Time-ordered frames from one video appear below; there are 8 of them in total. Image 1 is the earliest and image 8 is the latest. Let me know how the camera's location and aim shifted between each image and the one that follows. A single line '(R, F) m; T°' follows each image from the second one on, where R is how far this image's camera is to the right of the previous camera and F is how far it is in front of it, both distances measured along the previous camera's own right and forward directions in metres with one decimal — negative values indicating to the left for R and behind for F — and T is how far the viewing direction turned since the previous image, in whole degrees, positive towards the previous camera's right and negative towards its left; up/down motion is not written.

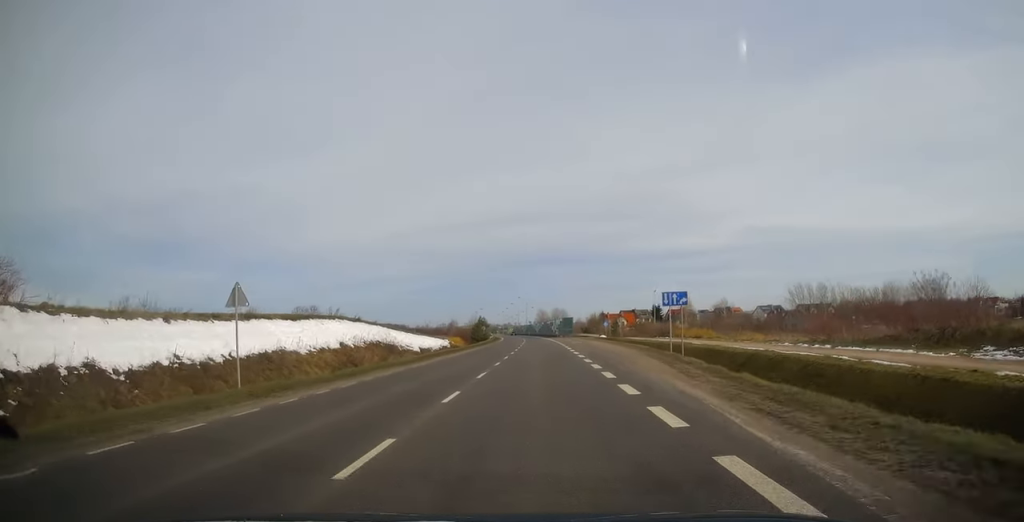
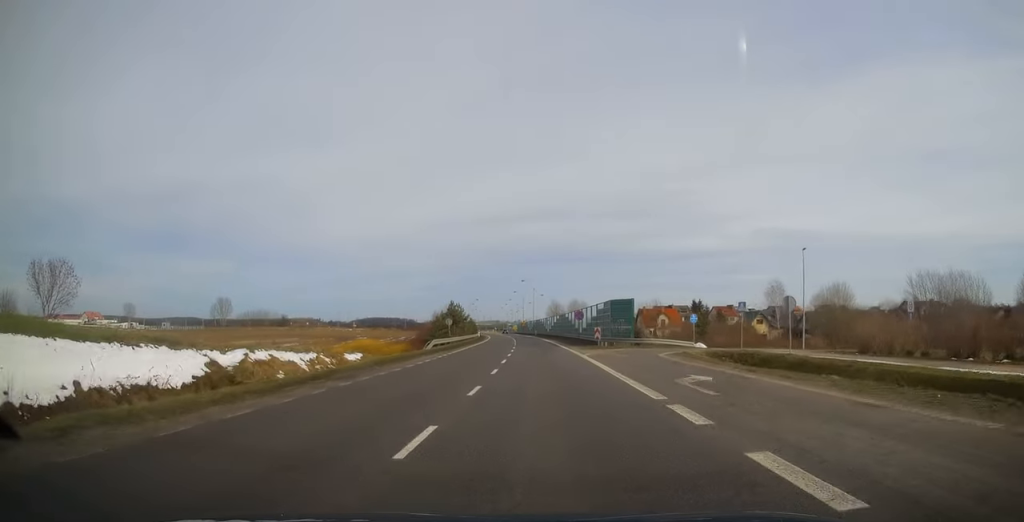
(-0.2, +59.7) m; -1°
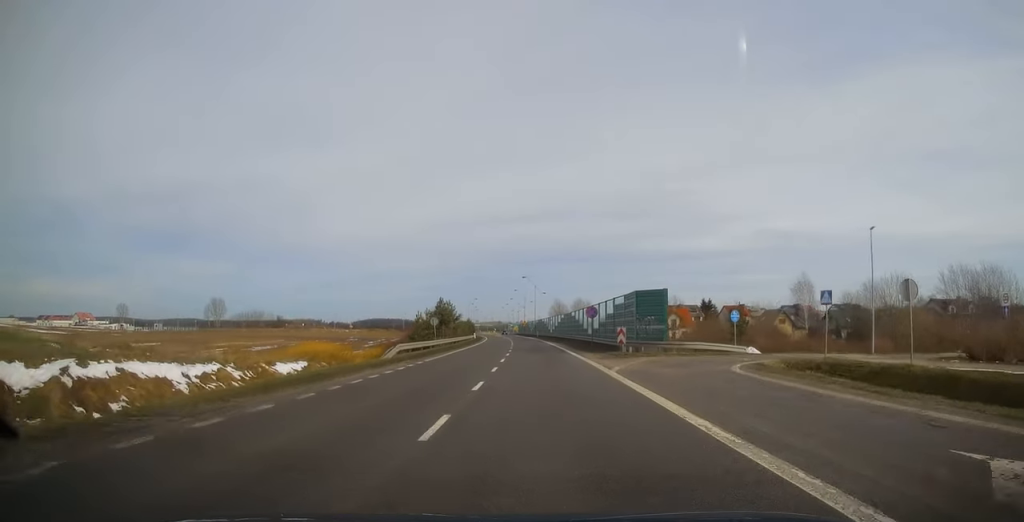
(0.0, +11.1) m; 0°
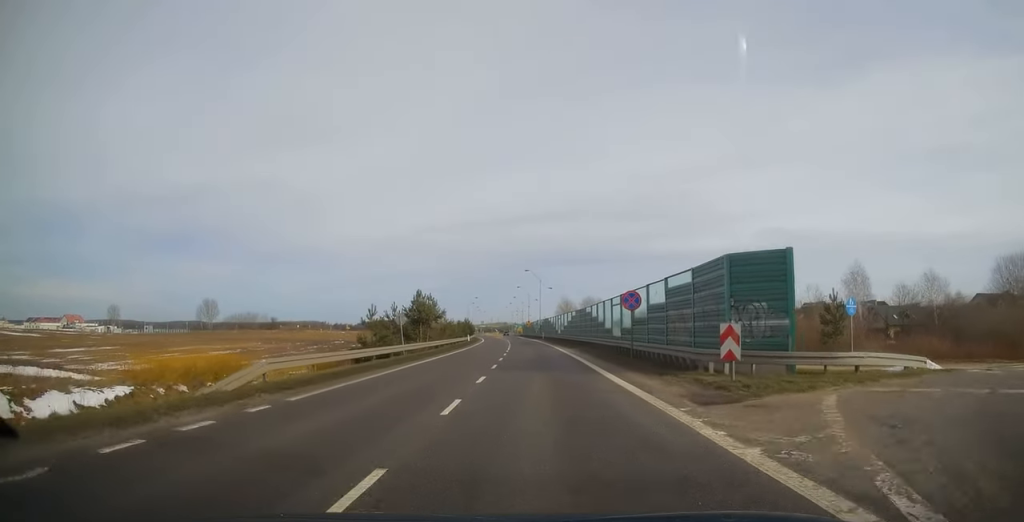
(-0.1, +16.3) m; -1°
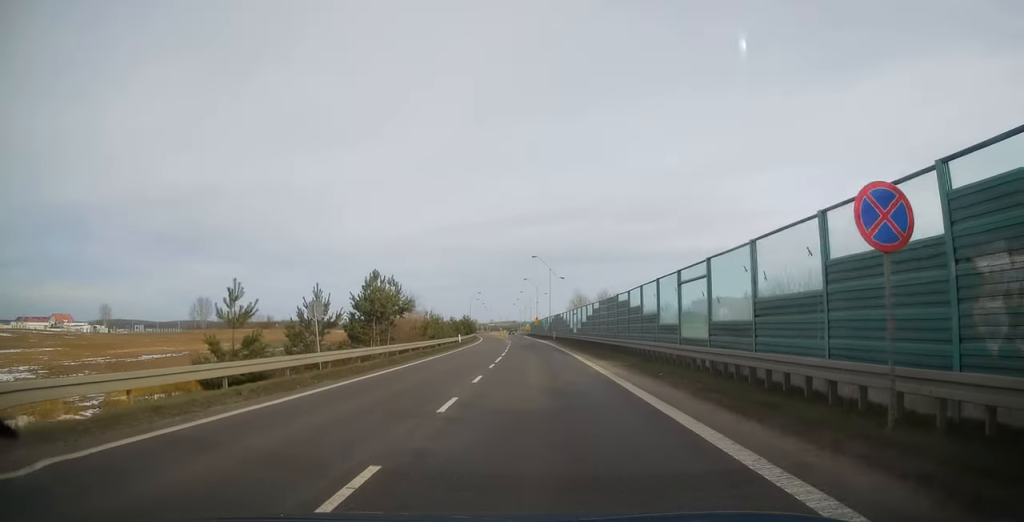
(-0.1, +18.3) m; -1°
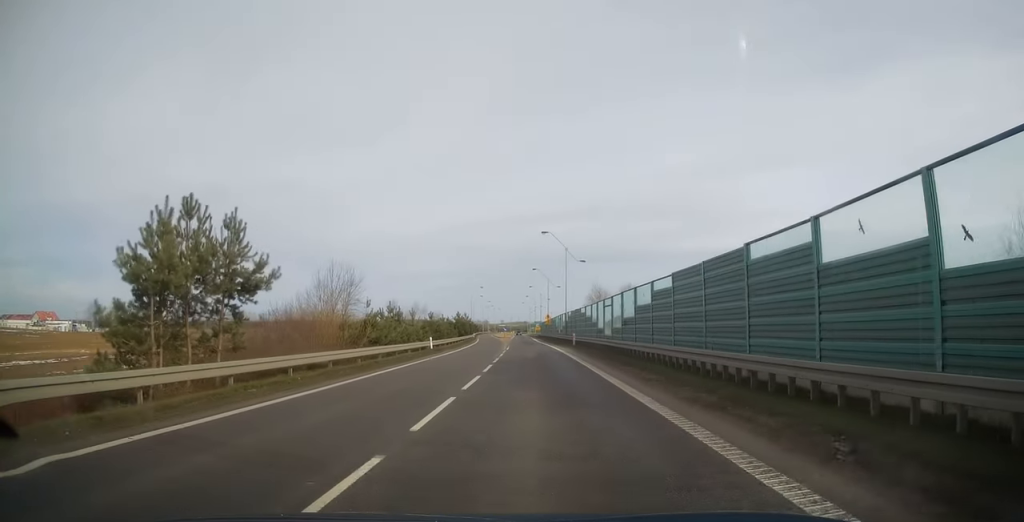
(-0.1, +23.5) m; -1°
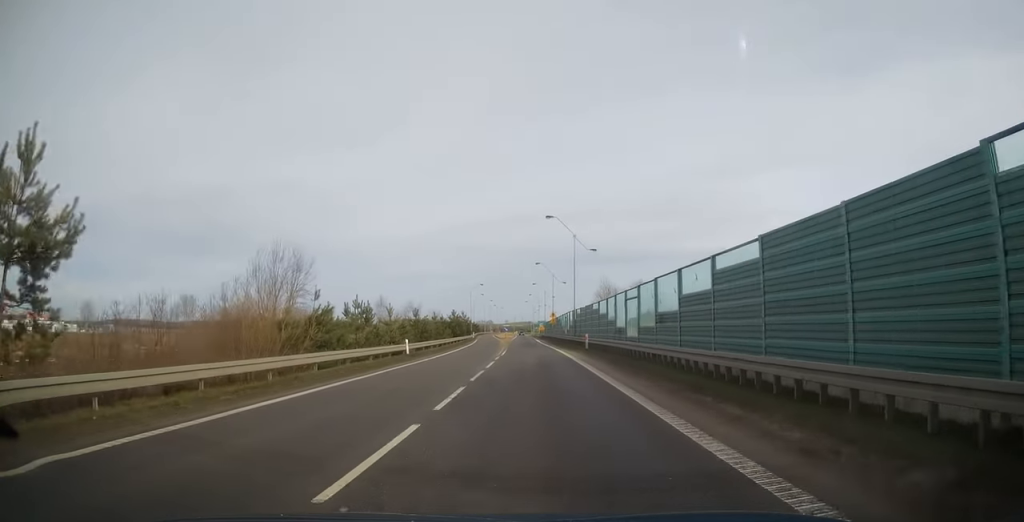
(+0.1, +9.5) m; -1°
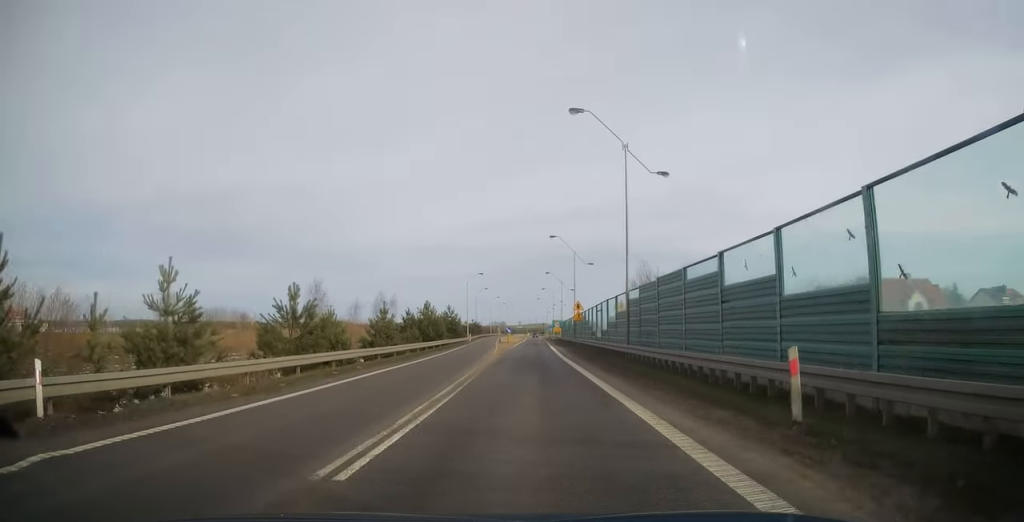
(-0.5, +29.1) m; -1°
